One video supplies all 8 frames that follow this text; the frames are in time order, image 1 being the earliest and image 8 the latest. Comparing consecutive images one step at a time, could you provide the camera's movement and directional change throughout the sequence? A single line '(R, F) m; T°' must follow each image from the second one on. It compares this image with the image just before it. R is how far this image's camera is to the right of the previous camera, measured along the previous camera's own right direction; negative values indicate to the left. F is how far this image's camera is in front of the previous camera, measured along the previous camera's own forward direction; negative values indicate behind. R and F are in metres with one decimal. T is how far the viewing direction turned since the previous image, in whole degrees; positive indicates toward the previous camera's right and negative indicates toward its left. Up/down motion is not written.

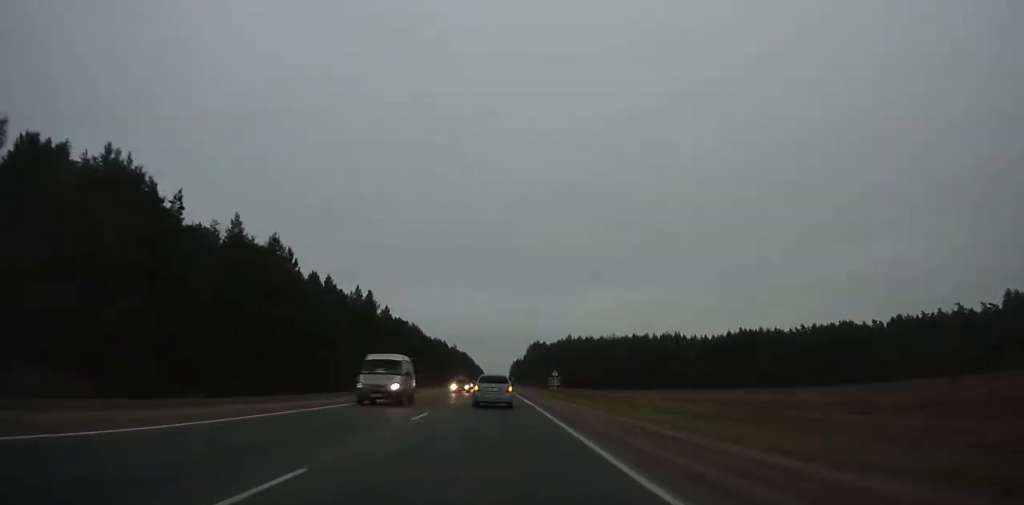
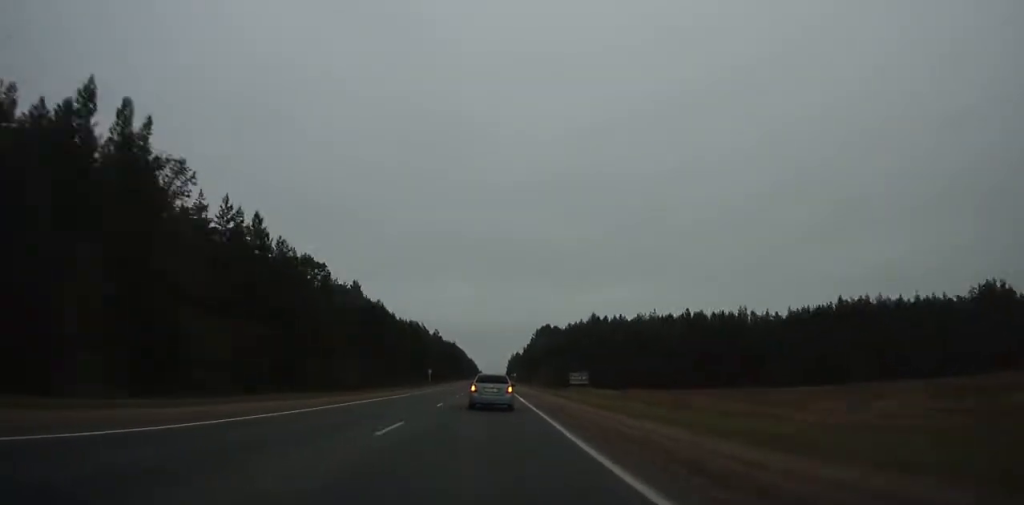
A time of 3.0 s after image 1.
(+0.1, +76.5) m; 0°
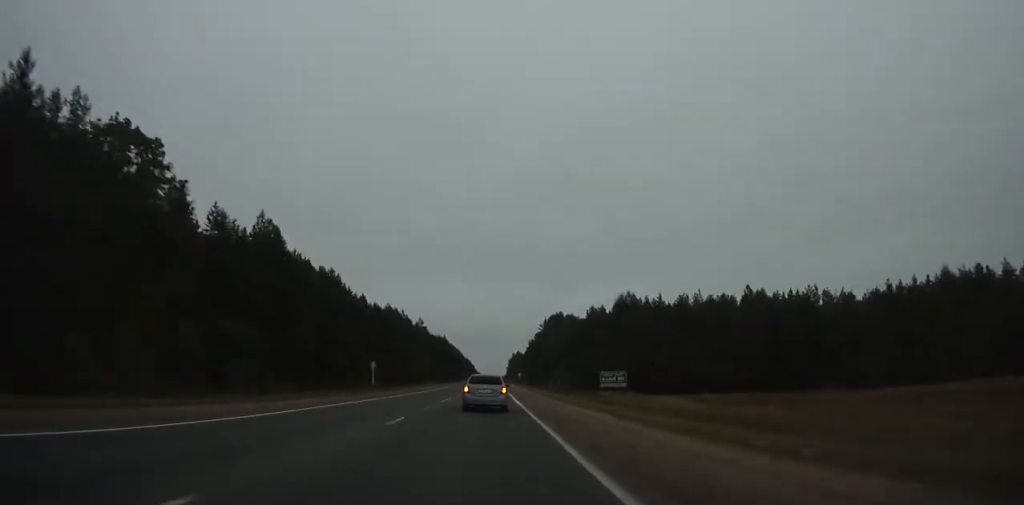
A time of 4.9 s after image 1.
(0.0, +47.1) m; 0°
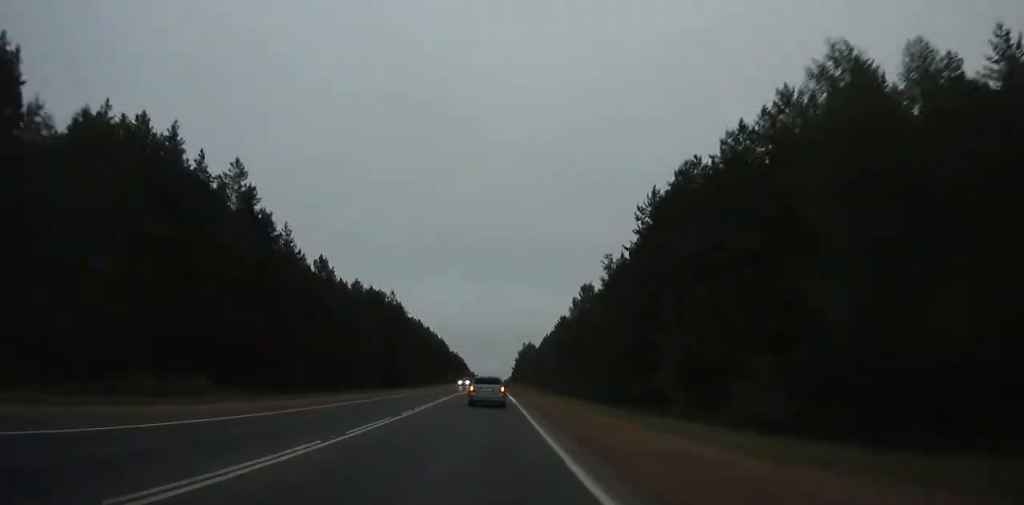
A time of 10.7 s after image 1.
(+0.1, +137.8) m; 0°
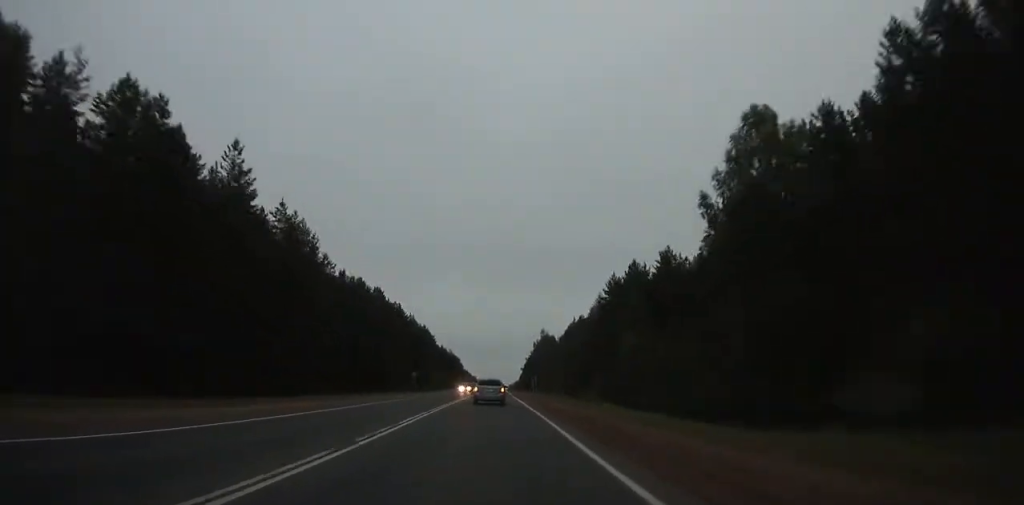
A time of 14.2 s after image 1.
(+0.1, +81.3) m; 0°
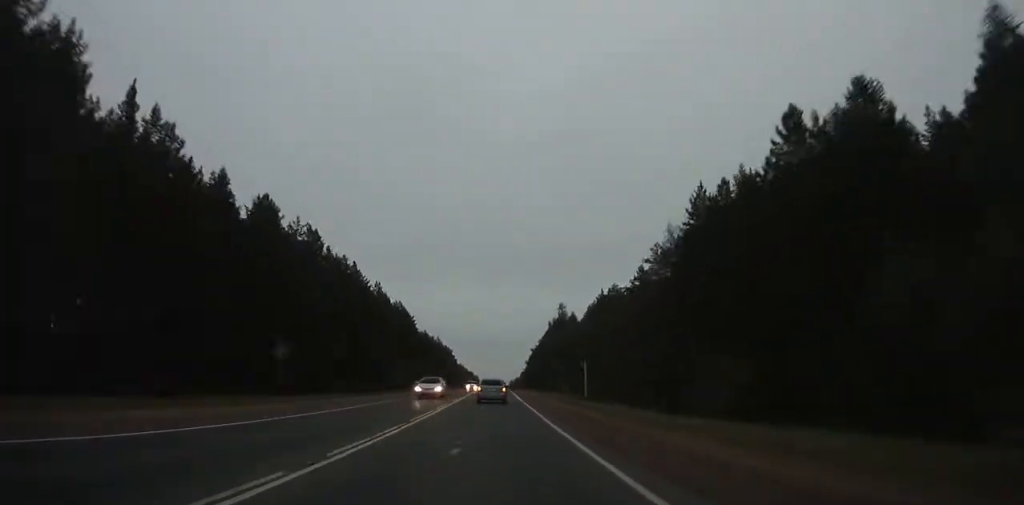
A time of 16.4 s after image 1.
(+0.1, +51.6) m; 0°
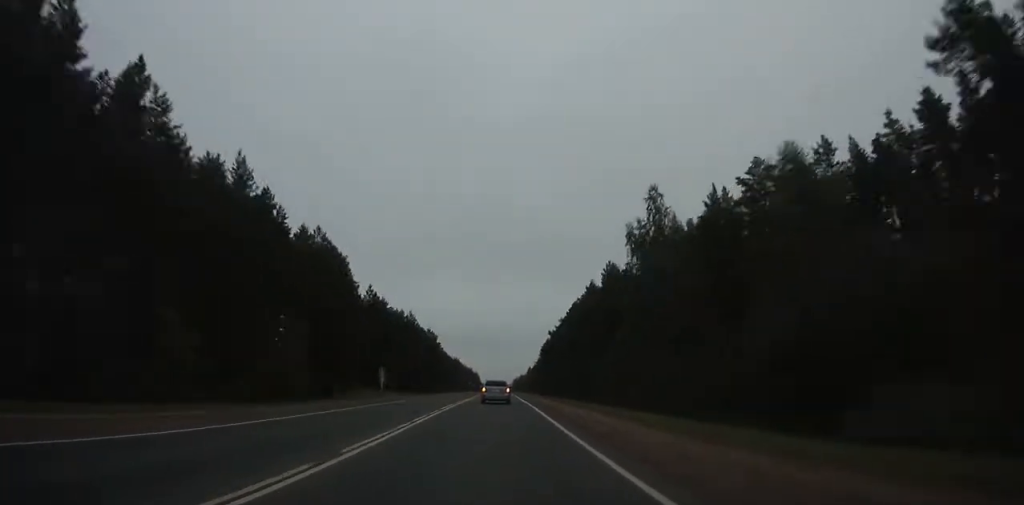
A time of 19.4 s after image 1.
(-0.3, +71.9) m; 0°
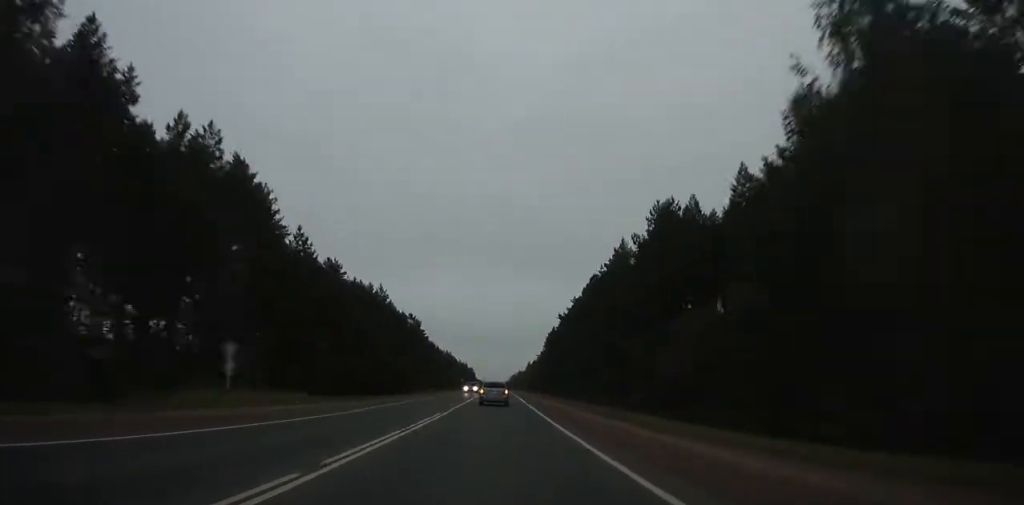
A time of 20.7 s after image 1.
(+0.1, +32.0) m; 0°
